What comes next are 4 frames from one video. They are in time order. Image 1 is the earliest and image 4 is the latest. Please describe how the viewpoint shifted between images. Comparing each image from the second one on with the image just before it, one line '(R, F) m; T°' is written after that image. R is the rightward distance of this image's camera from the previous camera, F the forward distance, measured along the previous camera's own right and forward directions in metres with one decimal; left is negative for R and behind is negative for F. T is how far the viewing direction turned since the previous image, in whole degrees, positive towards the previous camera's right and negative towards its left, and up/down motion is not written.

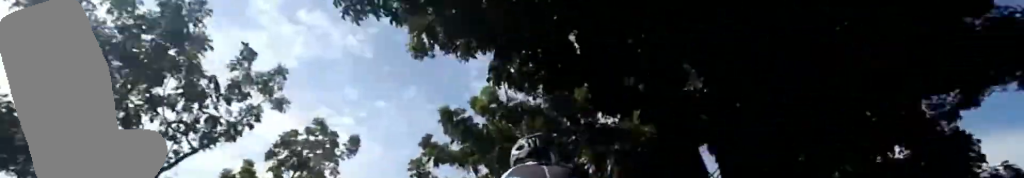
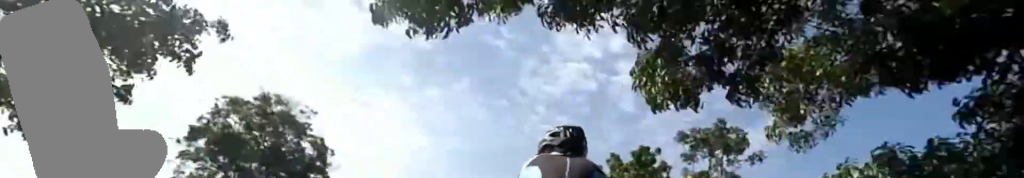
(-1.0, +7.8) m; +2°
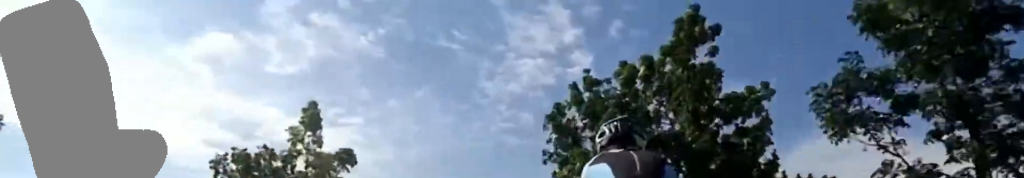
(+1.0, +11.1) m; 0°
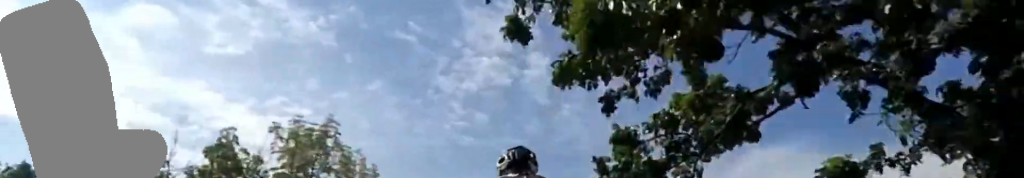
(0.0, +15.3) m; 0°
